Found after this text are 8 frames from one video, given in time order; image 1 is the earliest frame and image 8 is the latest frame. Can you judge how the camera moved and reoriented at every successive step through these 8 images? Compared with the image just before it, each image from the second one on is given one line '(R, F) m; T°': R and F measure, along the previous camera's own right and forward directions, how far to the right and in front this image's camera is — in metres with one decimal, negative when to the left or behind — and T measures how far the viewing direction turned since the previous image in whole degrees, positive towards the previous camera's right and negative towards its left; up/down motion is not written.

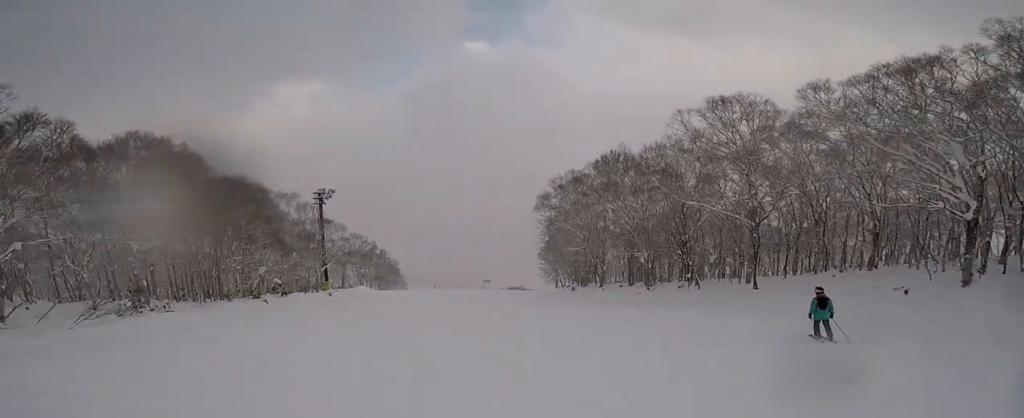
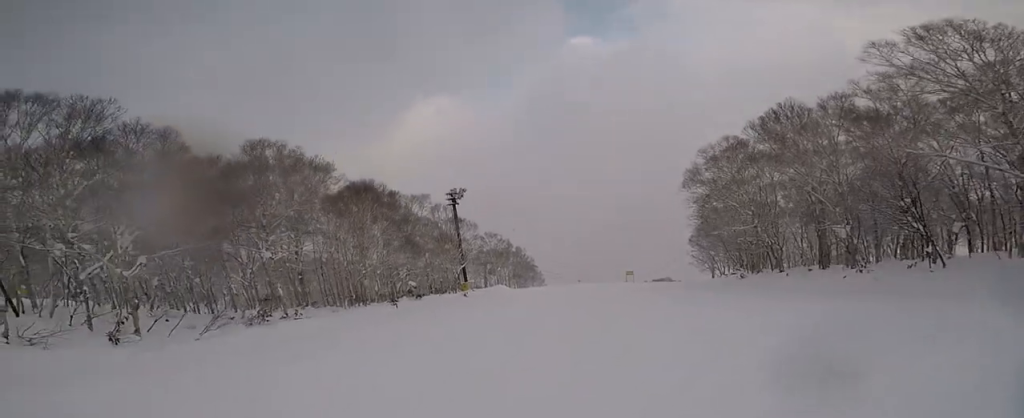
(0.0, +5.3) m; 0°
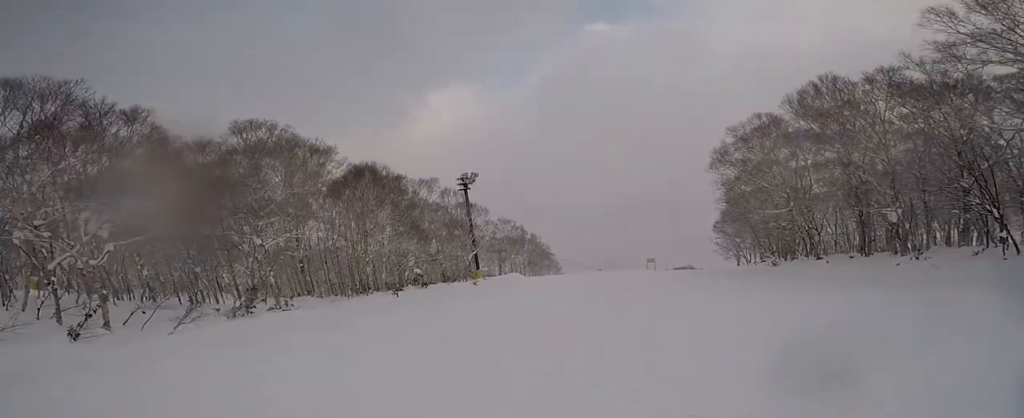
(0.0, +2.5) m; 0°
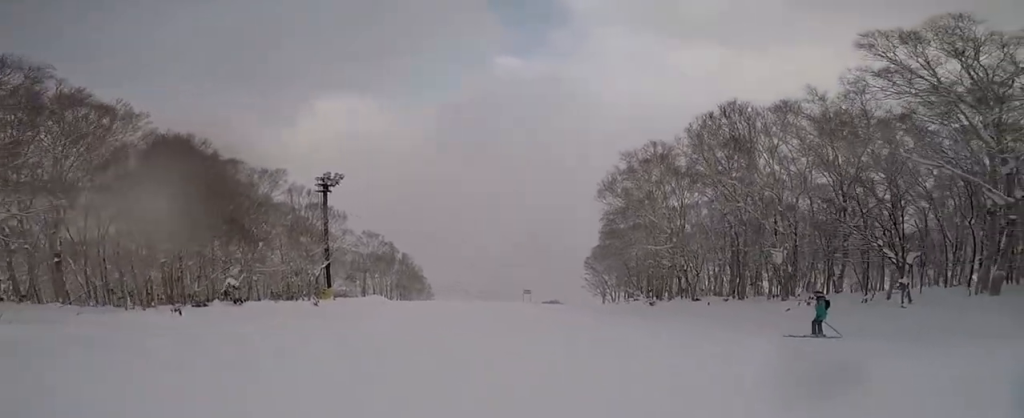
(0.0, +5.5) m; 0°
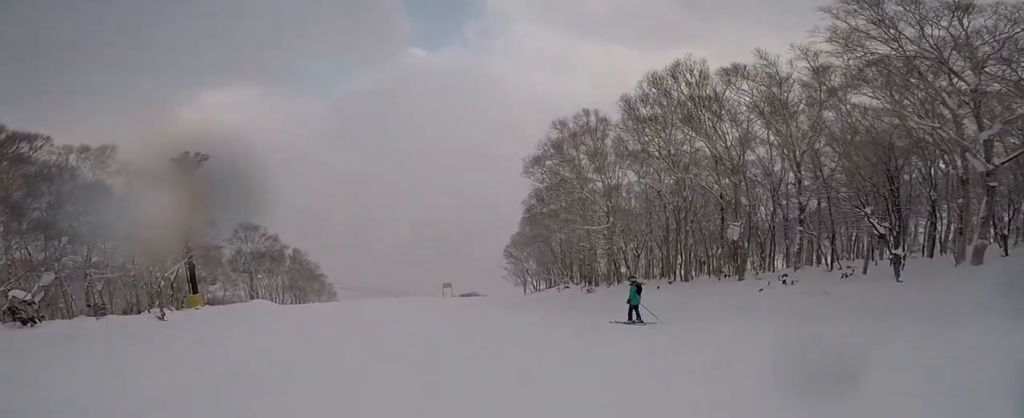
(0.0, +5.6) m; 0°
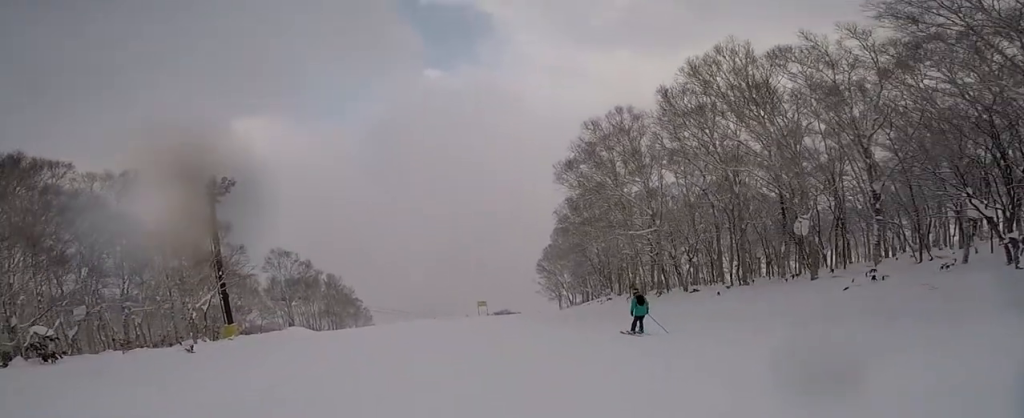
(0.0, +2.1) m; 0°
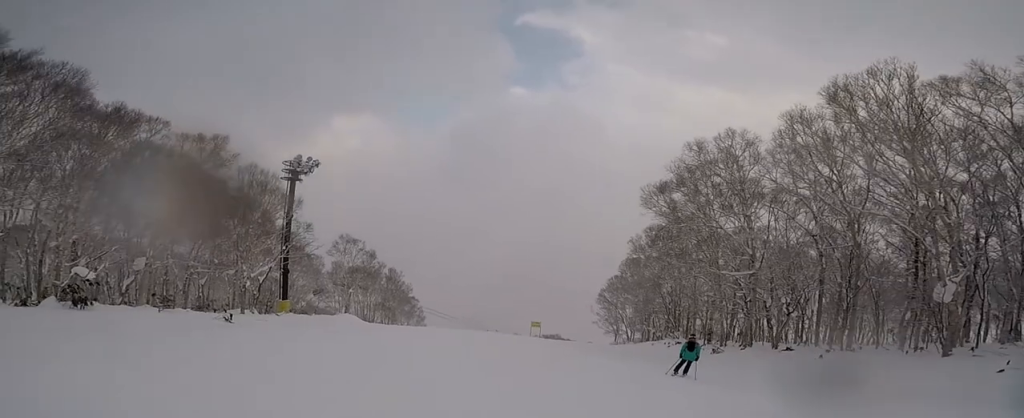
(0.0, +2.6) m; 0°
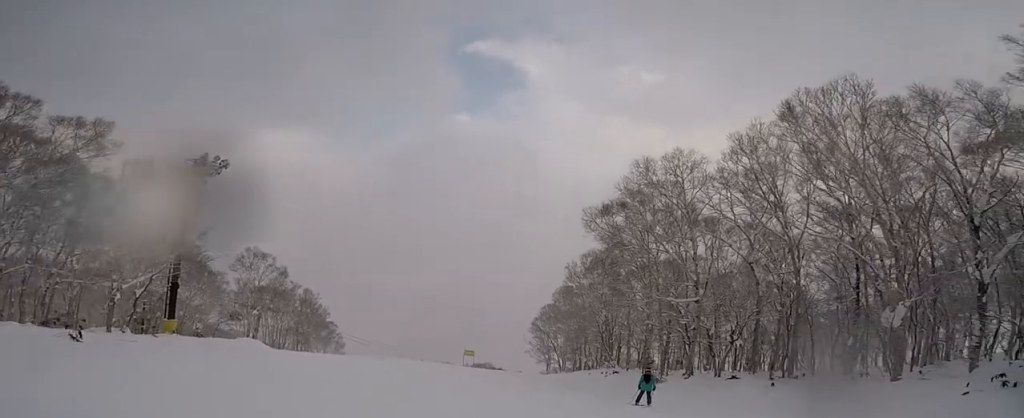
(0.0, +2.8) m; 0°
